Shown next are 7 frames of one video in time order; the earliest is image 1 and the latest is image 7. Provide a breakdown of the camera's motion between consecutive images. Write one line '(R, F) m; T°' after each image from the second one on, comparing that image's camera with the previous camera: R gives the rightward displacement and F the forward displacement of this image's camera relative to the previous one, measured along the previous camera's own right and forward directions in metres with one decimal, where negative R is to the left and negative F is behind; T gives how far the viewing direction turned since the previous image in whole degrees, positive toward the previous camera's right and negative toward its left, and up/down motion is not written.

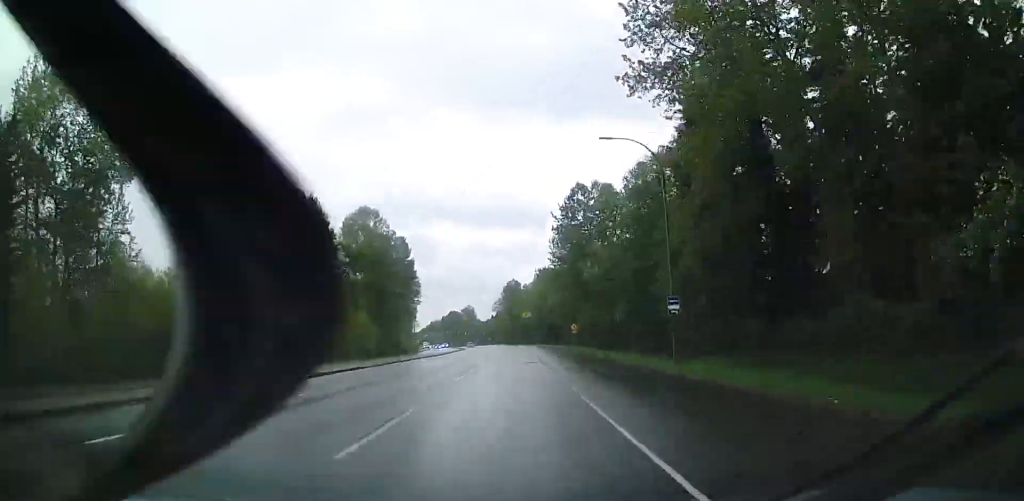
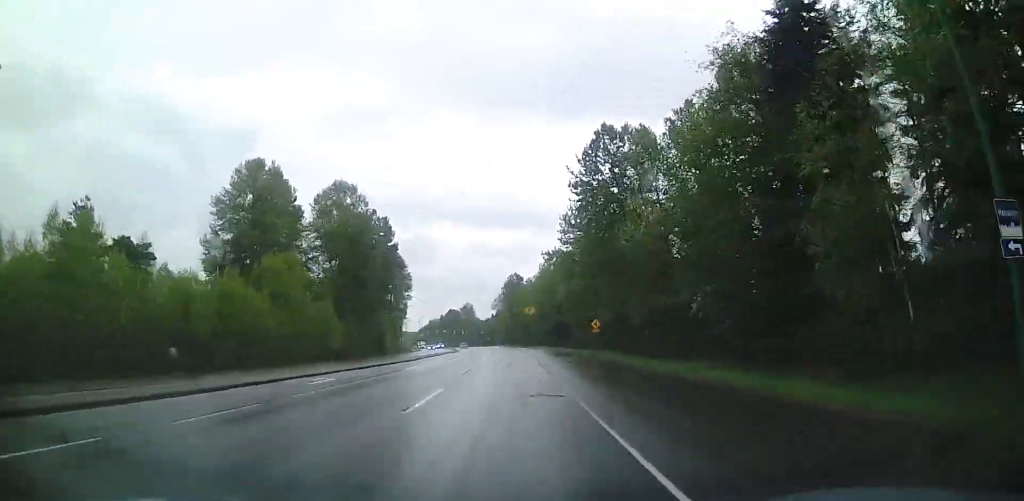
(+0.2, +20.5) m; 0°
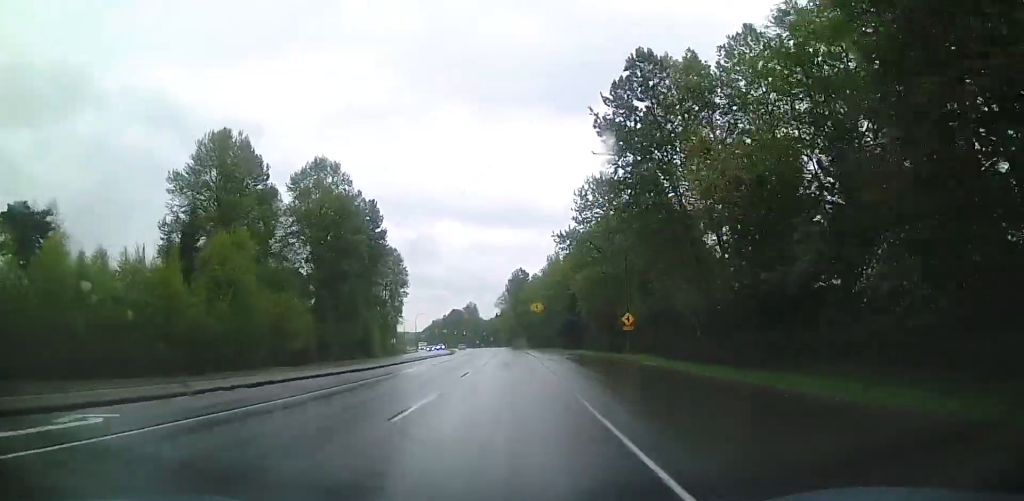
(+0.1, +14.2) m; 0°
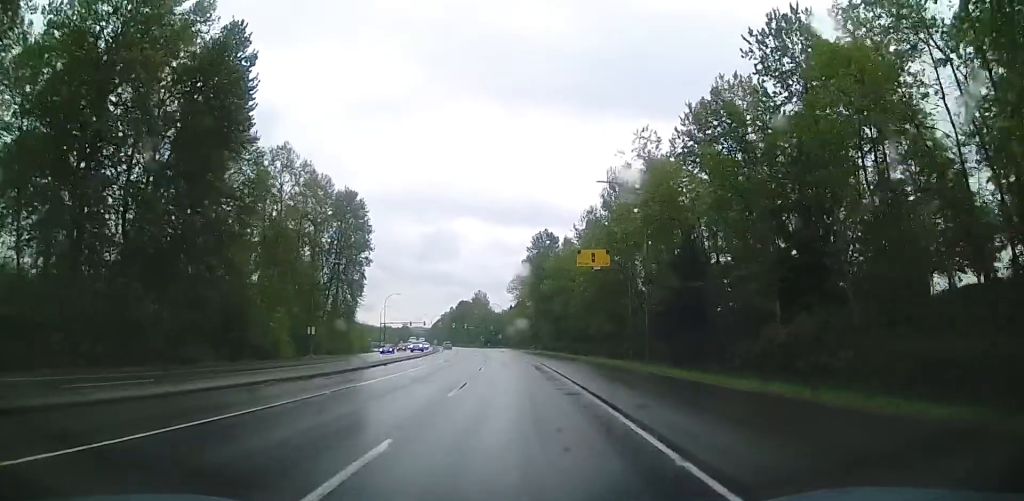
(-0.6, +57.4) m; -2°
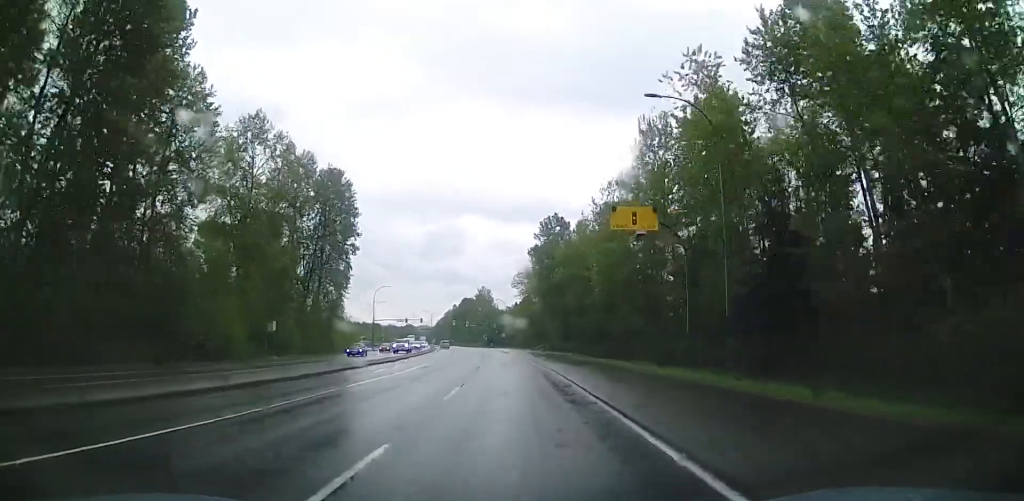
(-0.3, +14.5) m; -1°
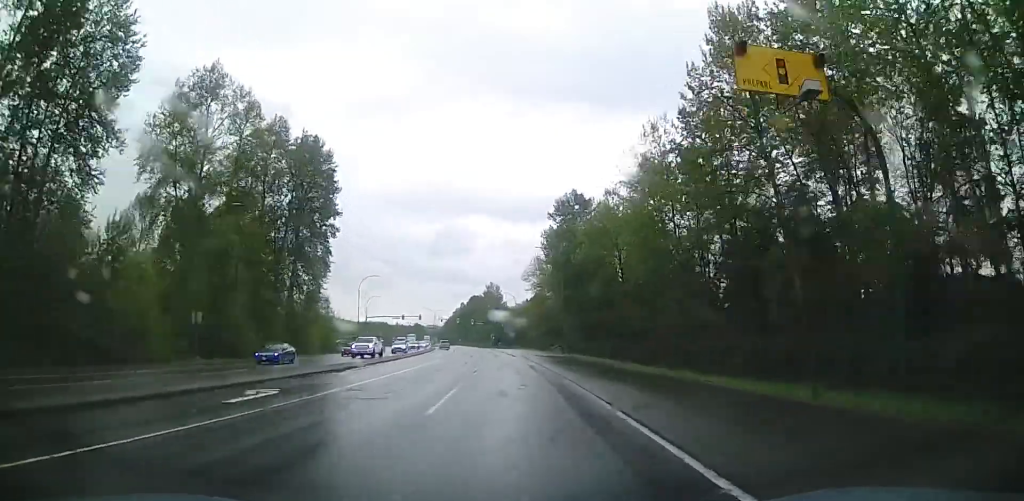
(-0.1, +18.1) m; -2°
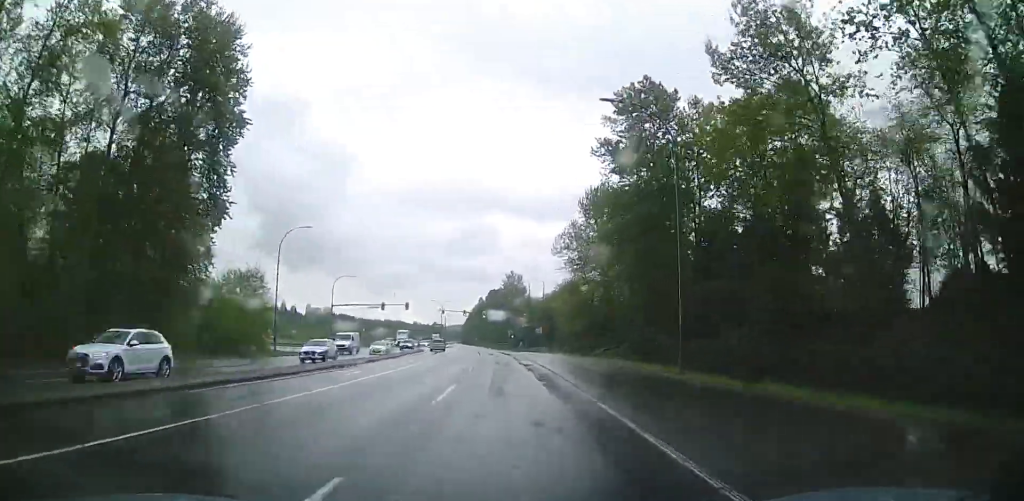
(-1.6, +41.2) m; -4°
